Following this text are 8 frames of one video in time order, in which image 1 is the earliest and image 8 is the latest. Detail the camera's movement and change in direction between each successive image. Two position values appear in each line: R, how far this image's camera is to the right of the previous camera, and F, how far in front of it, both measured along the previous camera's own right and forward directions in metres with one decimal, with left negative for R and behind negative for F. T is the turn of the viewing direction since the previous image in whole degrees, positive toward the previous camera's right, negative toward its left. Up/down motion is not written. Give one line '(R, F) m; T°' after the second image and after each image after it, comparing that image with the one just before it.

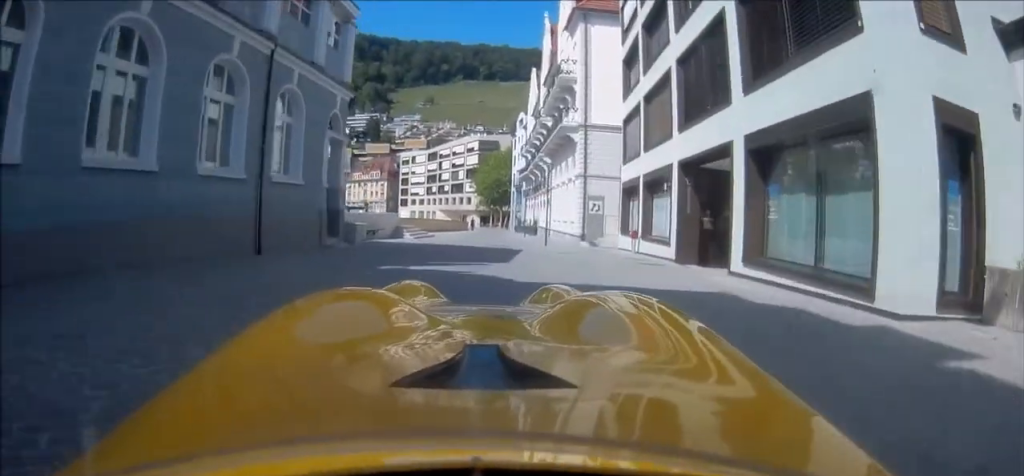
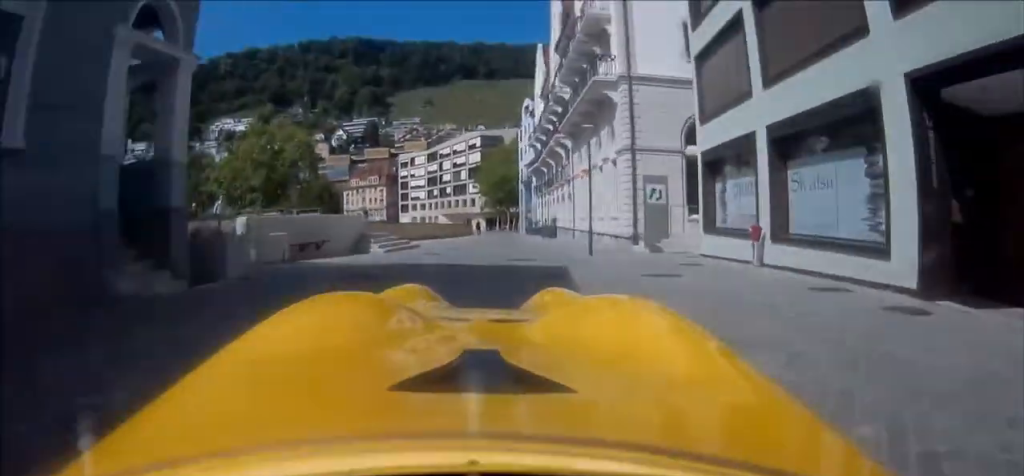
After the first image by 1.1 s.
(-0.3, +11.0) m; -3°
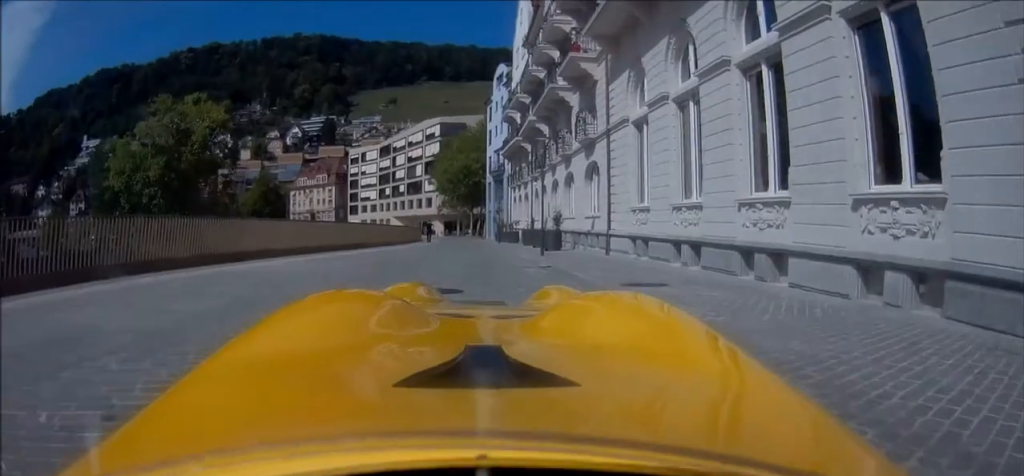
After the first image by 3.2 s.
(-0.1, +22.2) m; +2°
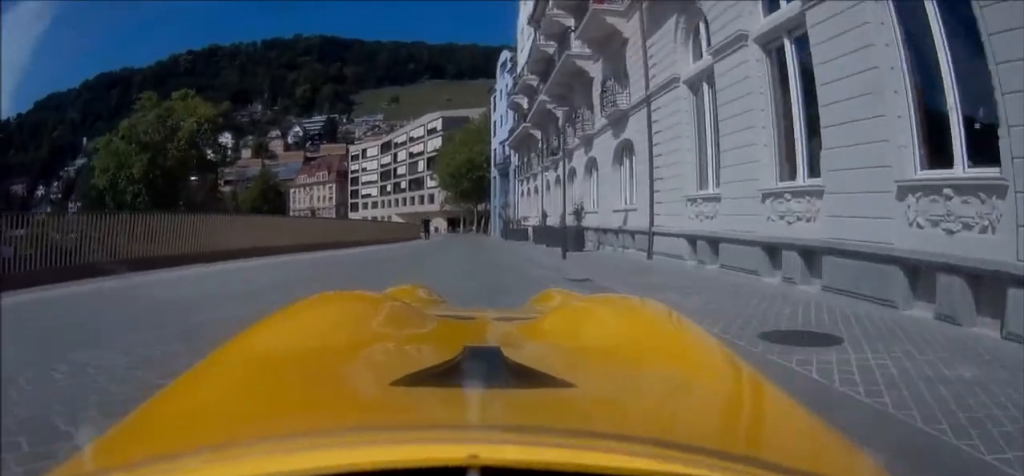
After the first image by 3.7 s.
(+0.1, +4.9) m; +1°
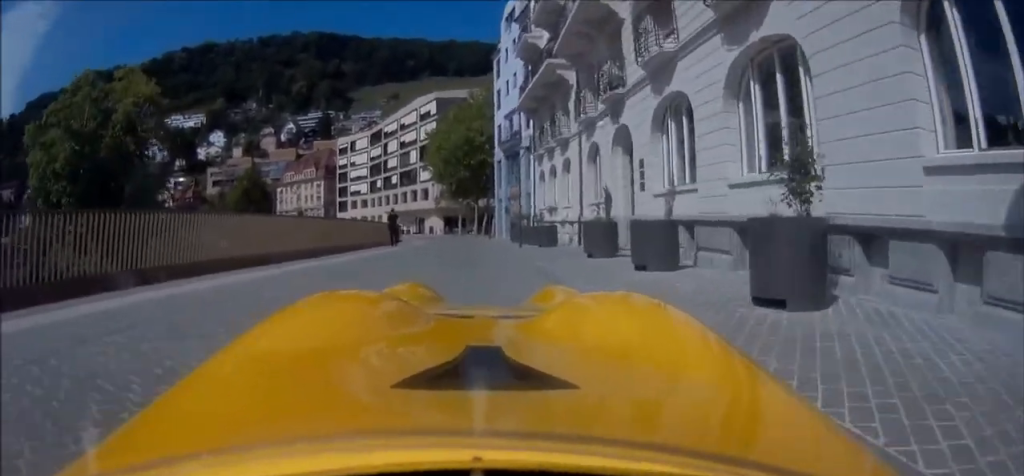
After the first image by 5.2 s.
(-0.4, +15.5) m; -3°
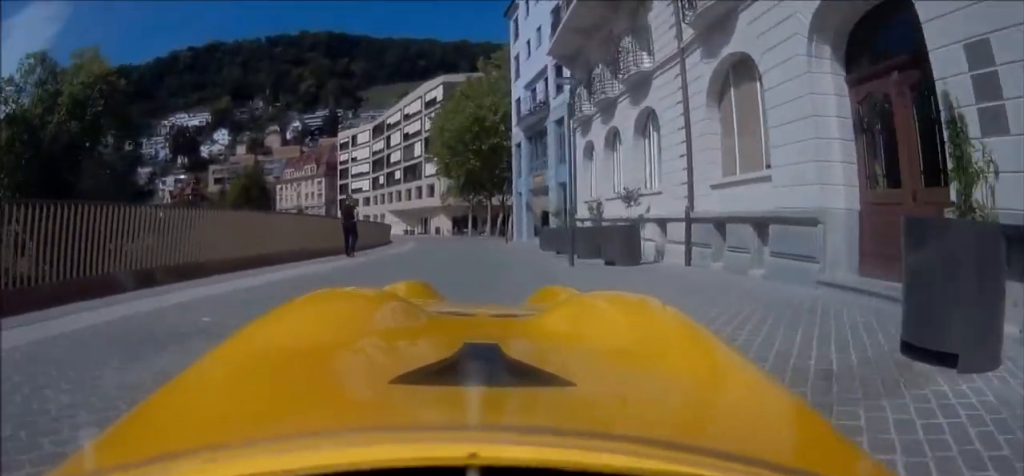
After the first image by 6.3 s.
(0.0, +11.7) m; -1°
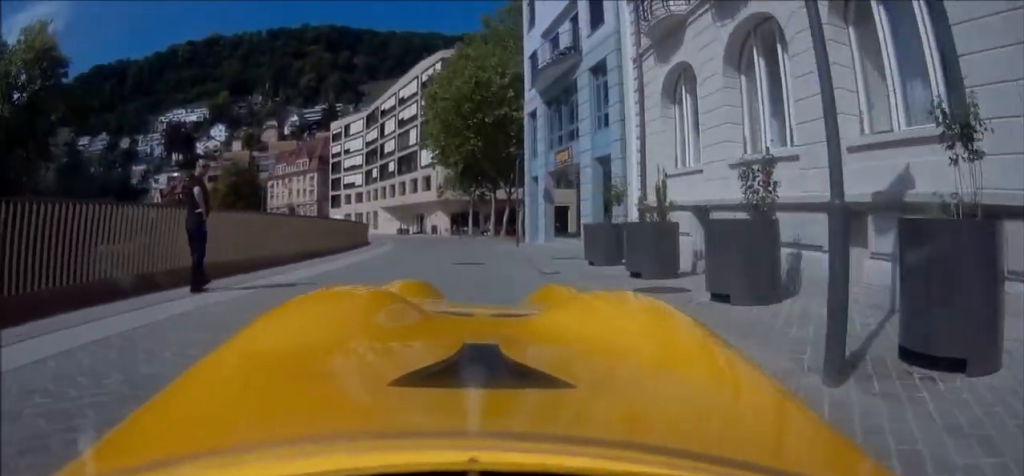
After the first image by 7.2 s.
(-0.1, +10.1) m; -2°
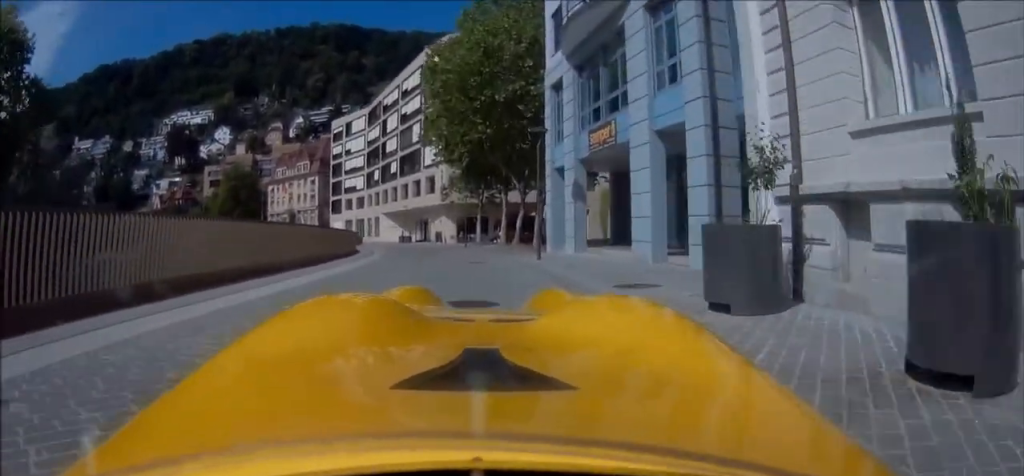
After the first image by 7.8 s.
(-0.1, +6.8) m; -2°
